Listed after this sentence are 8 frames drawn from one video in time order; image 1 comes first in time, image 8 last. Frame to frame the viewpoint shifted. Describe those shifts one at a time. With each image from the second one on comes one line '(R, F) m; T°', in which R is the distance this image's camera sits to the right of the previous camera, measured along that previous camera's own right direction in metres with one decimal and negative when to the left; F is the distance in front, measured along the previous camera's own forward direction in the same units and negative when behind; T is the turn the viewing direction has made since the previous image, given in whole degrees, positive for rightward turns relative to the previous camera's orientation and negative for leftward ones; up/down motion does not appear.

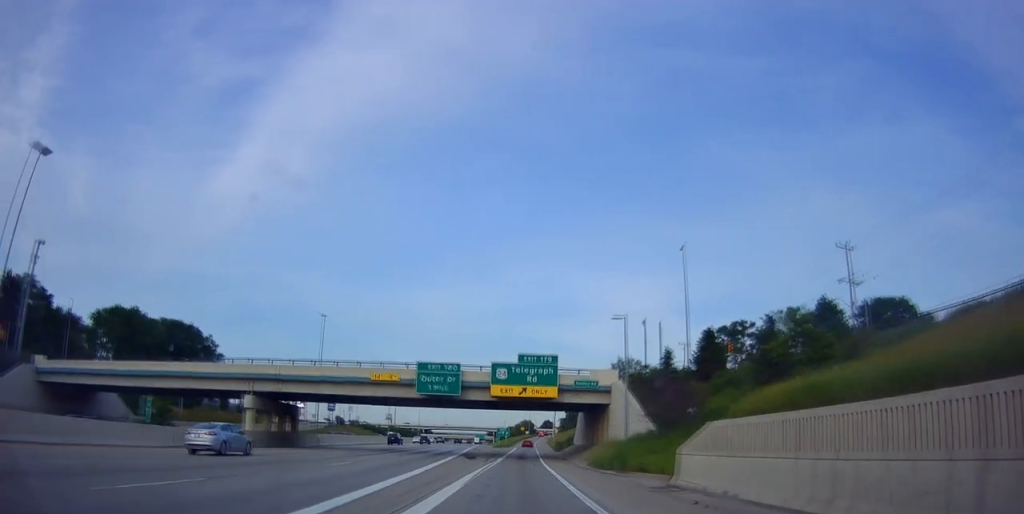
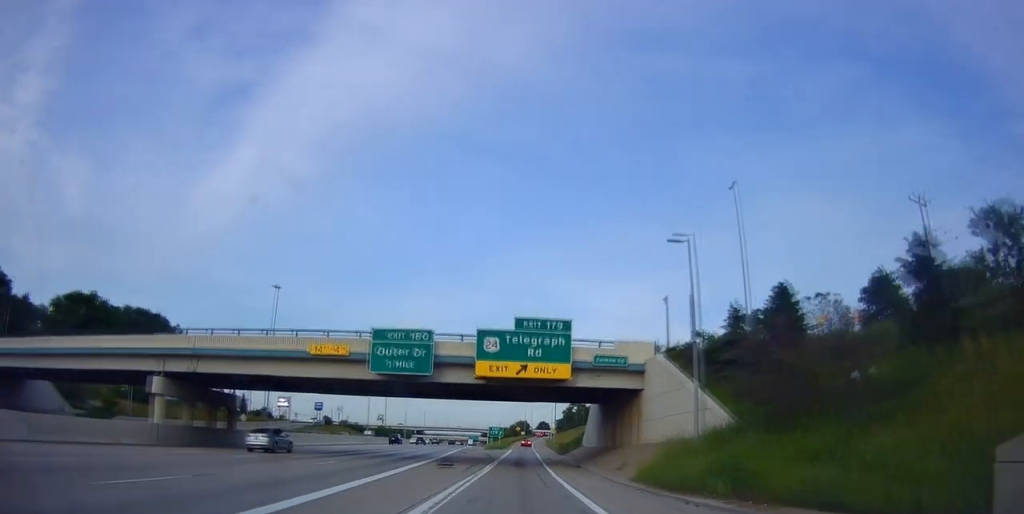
(0.0, +15.5) m; 0°
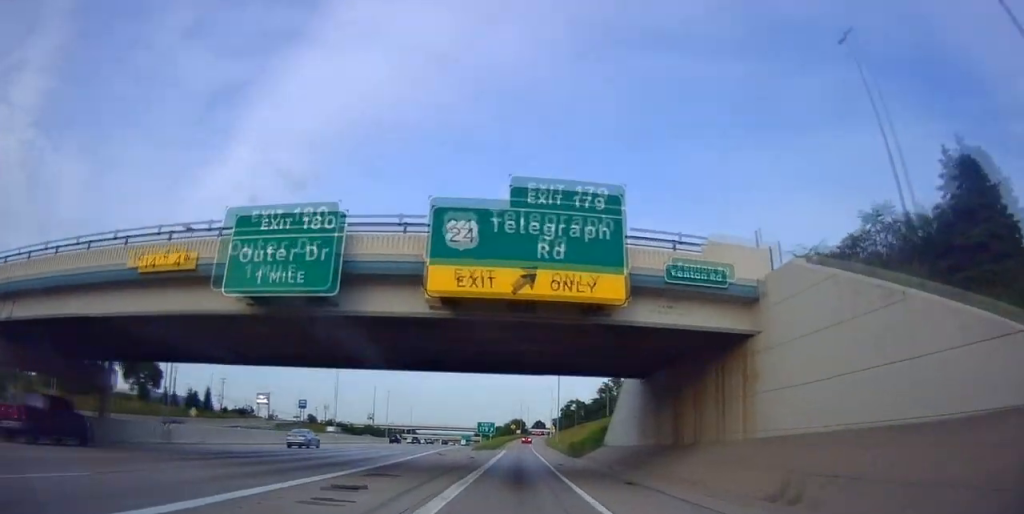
(0.0, +18.7) m; 0°
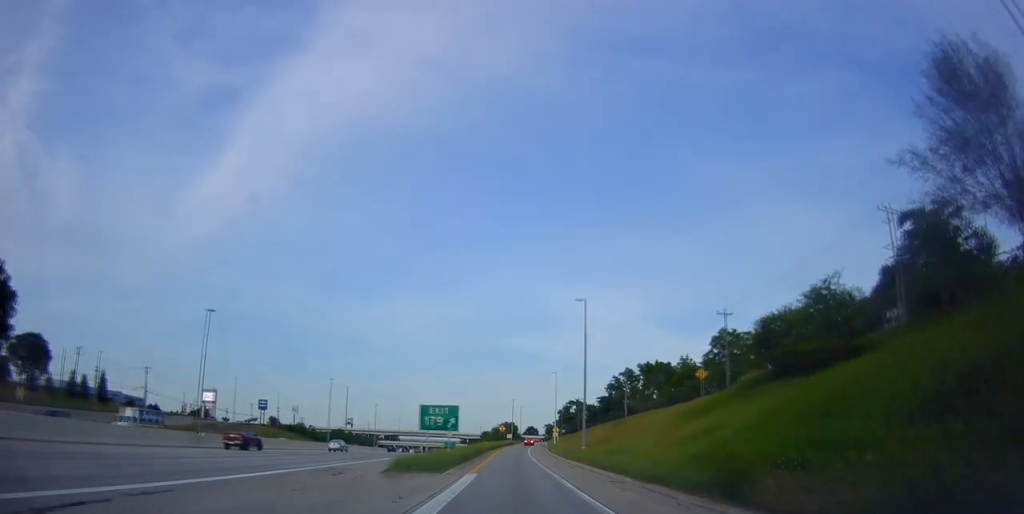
(0.0, +41.1) m; +1°
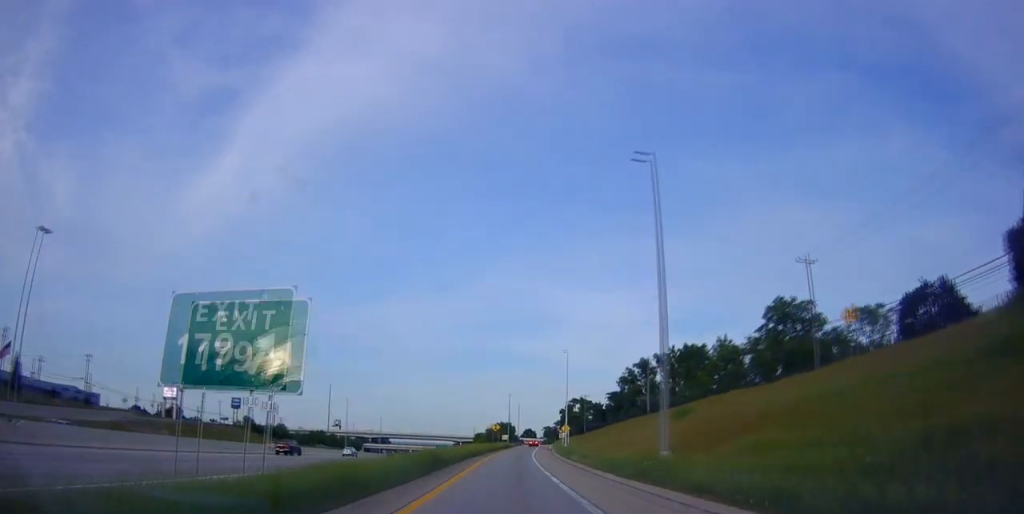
(+0.4, +25.7) m; +2°
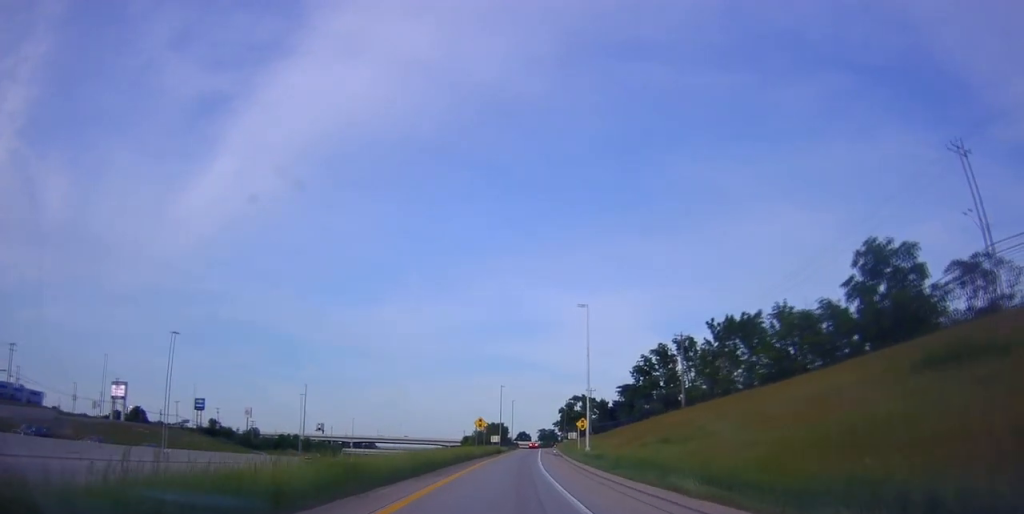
(+0.3, +27.7) m; +1°
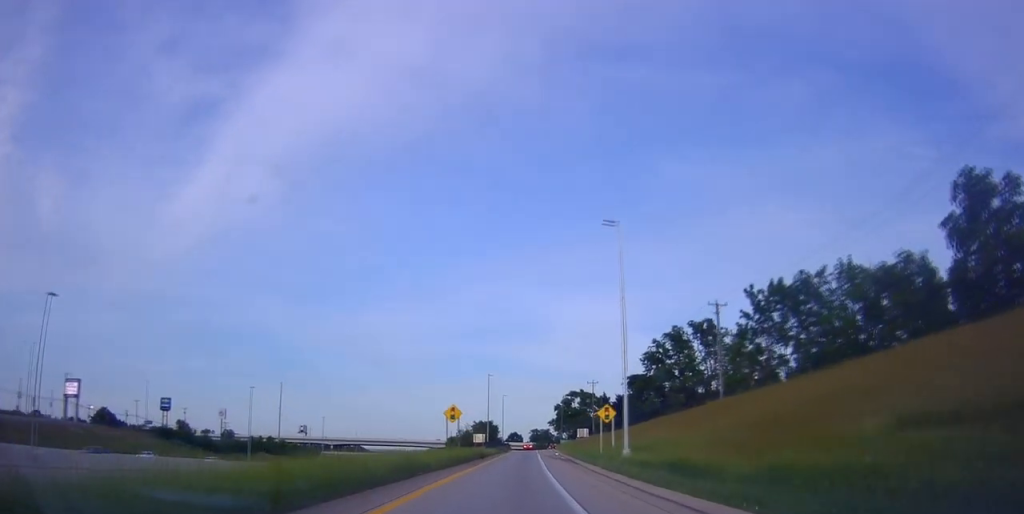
(-0.1, +21.1) m; -1°
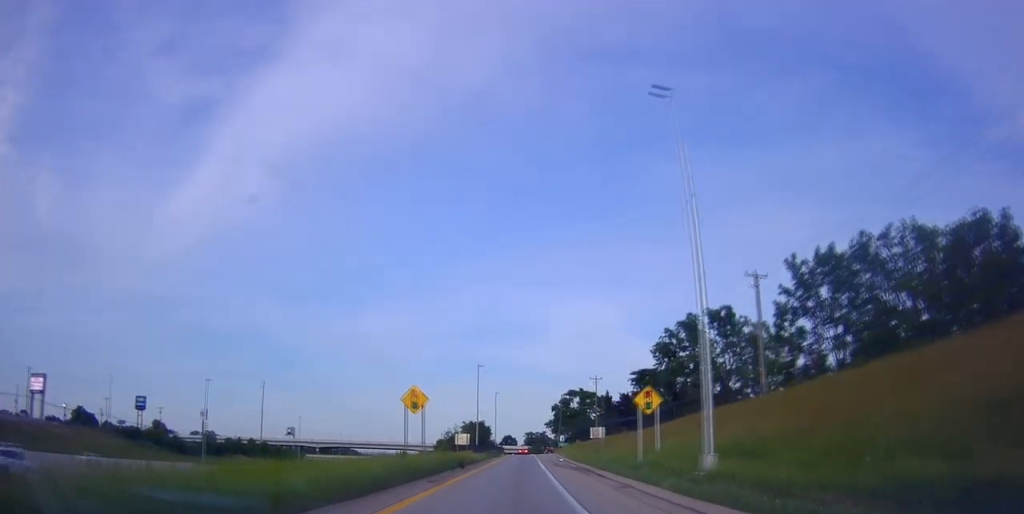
(-0.4, +13.6) m; 0°
